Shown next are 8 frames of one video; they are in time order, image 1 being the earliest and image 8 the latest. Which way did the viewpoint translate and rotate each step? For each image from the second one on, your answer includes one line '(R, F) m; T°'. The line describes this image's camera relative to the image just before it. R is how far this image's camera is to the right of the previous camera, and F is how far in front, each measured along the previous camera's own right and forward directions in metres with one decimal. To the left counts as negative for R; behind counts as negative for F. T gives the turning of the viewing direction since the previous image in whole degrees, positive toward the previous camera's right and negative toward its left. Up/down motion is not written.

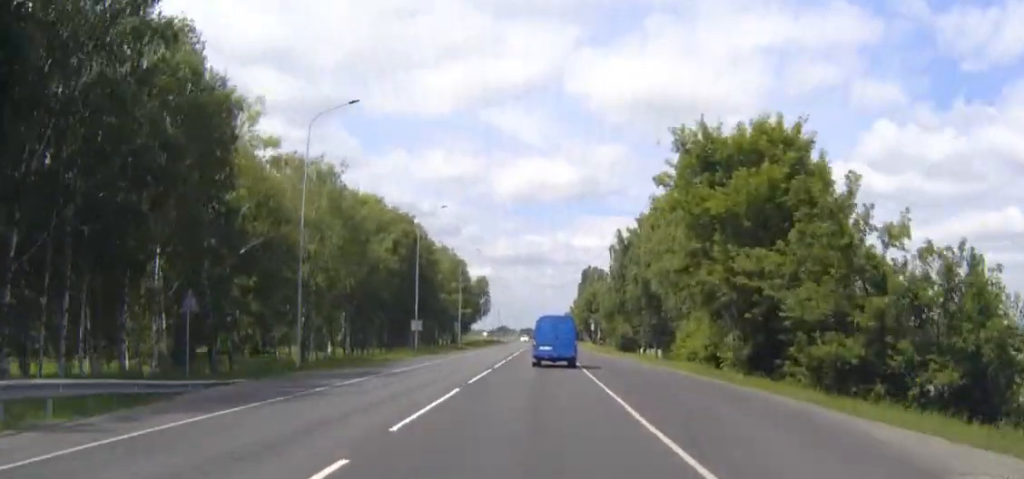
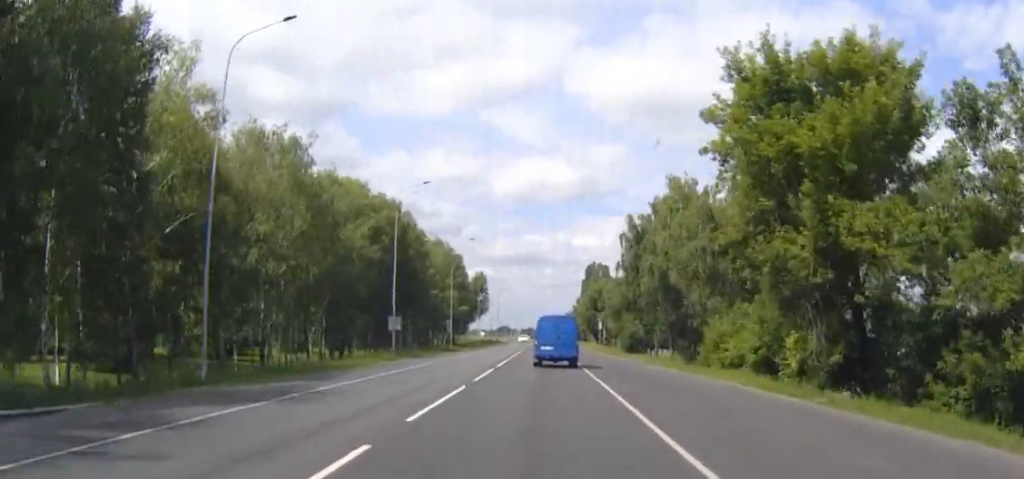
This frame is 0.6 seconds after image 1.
(0.0, +10.8) m; 0°
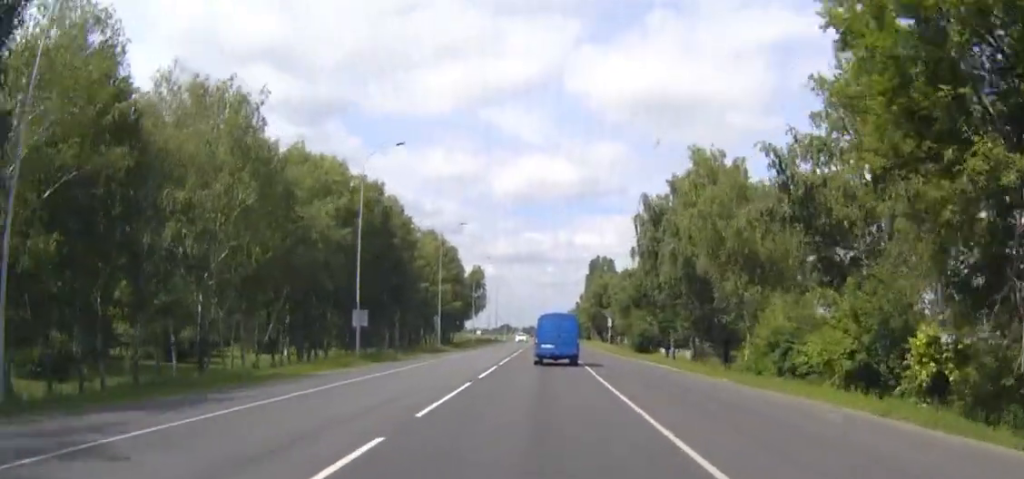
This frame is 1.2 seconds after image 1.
(0.0, +11.6) m; 0°
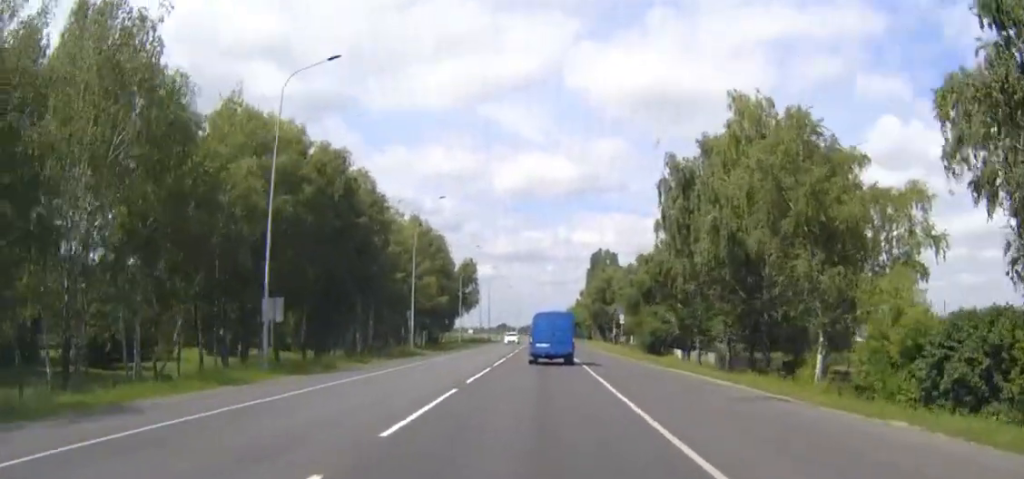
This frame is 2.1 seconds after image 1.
(0.0, +15.2) m; 0°
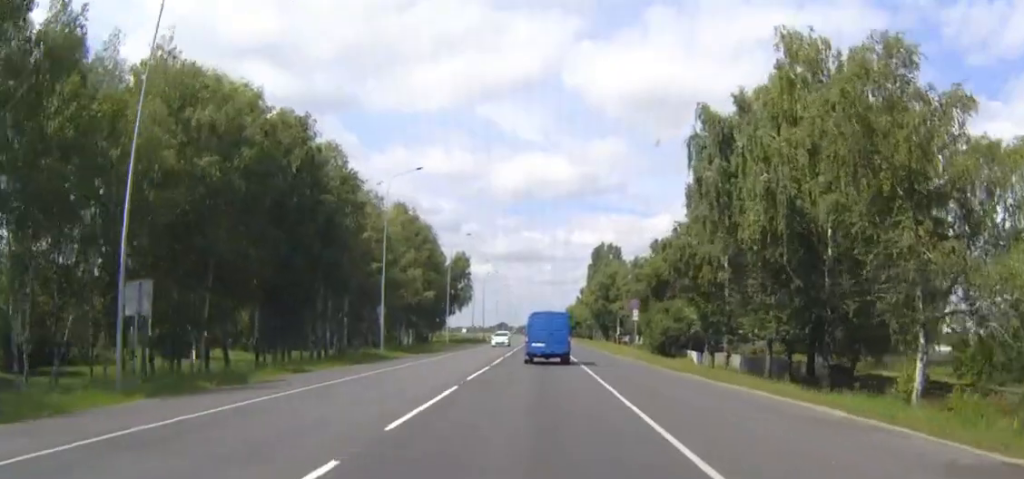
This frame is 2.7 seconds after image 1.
(0.0, +11.6) m; 0°
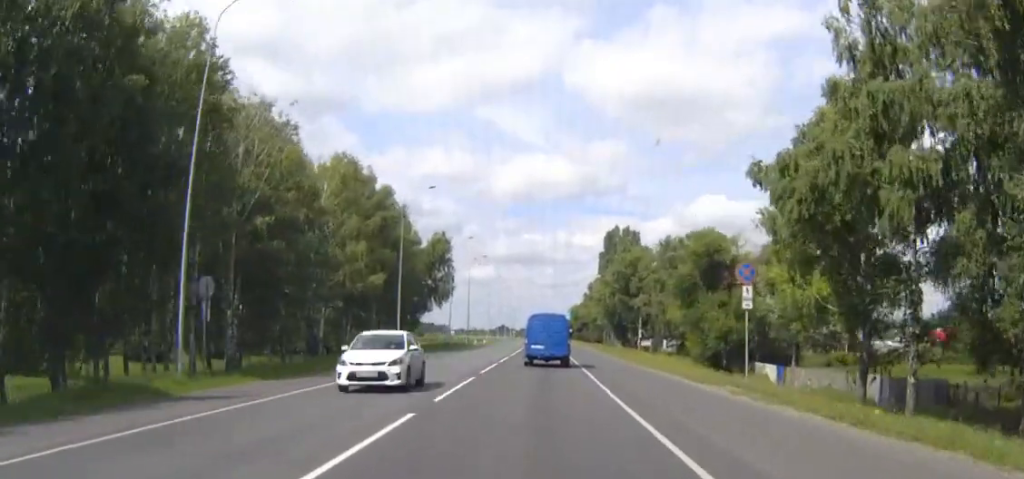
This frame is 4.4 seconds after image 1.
(+0.1, +30.9) m; 0°
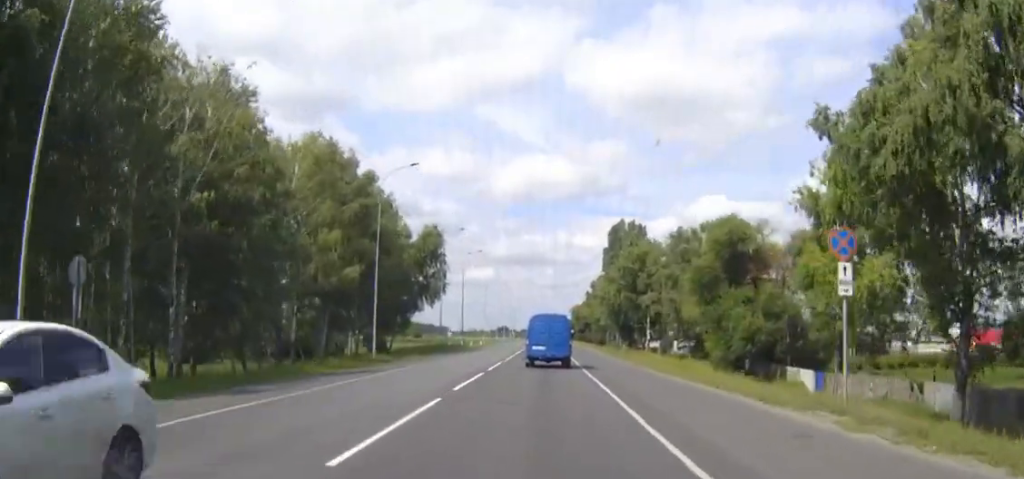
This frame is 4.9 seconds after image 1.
(0.0, +8.5) m; 0°
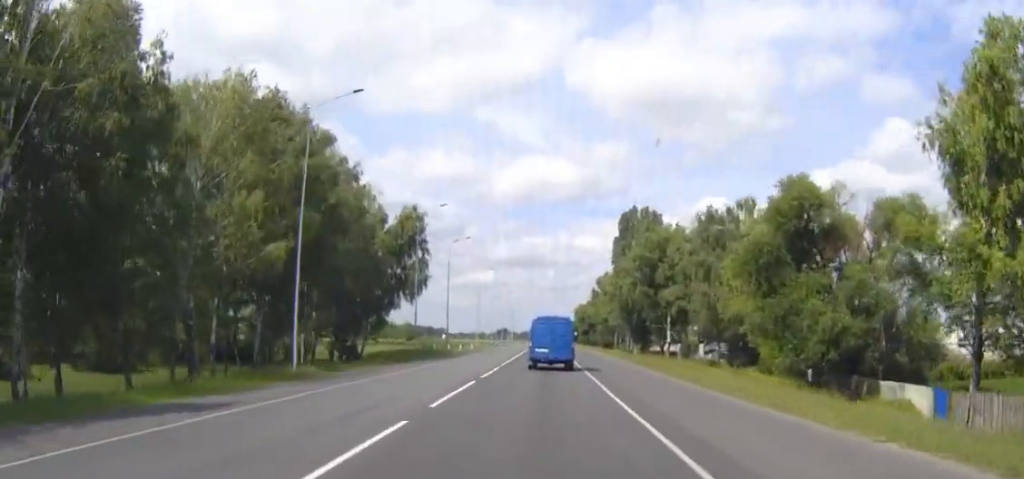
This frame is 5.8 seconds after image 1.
(0.0, +16.6) m; 0°
